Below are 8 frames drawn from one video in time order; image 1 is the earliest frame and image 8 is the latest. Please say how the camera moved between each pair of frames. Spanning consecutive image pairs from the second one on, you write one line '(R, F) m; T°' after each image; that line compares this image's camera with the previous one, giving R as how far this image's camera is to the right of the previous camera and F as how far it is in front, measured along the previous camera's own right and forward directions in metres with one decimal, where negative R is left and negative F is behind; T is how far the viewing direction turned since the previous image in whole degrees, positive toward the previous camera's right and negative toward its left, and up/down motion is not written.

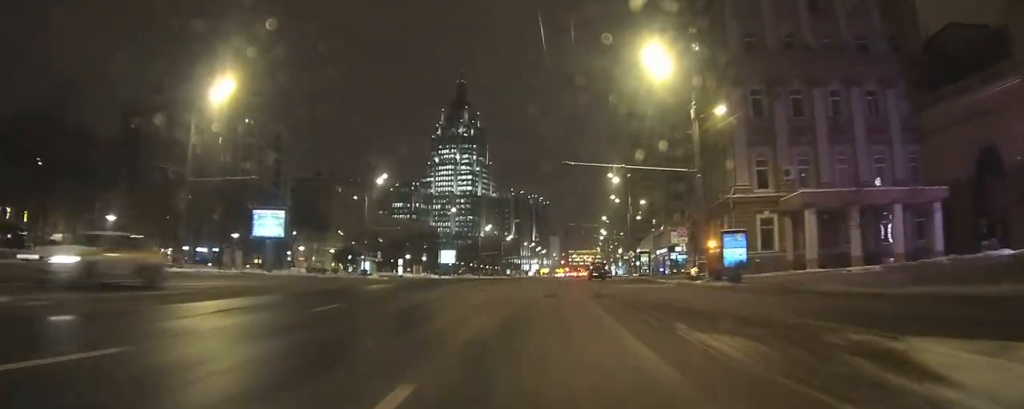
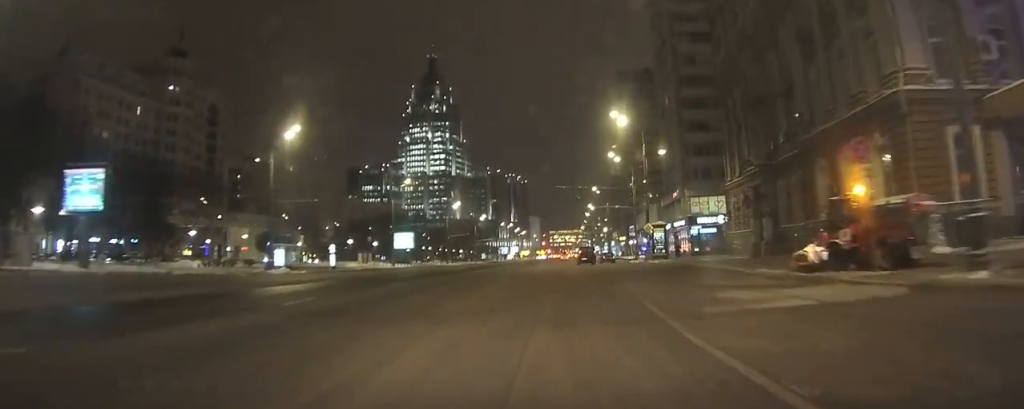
(+0.2, +24.8) m; 0°
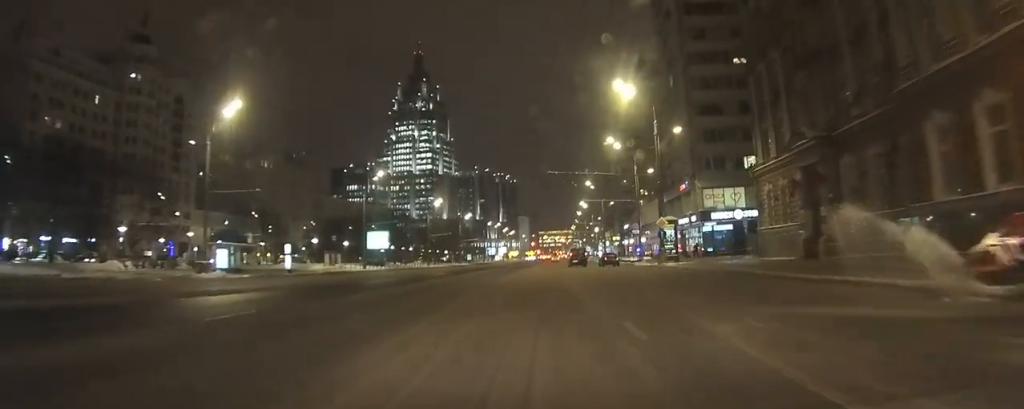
(-0.1, +10.3) m; -1°
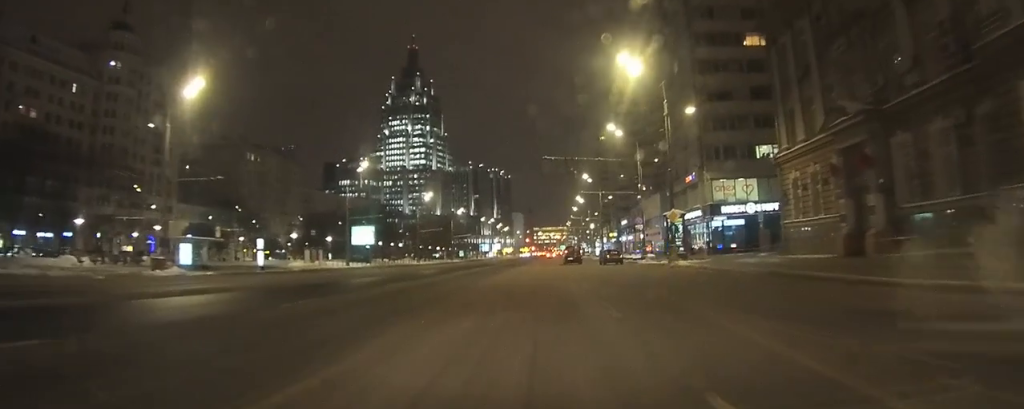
(-0.1, +5.3) m; 0°
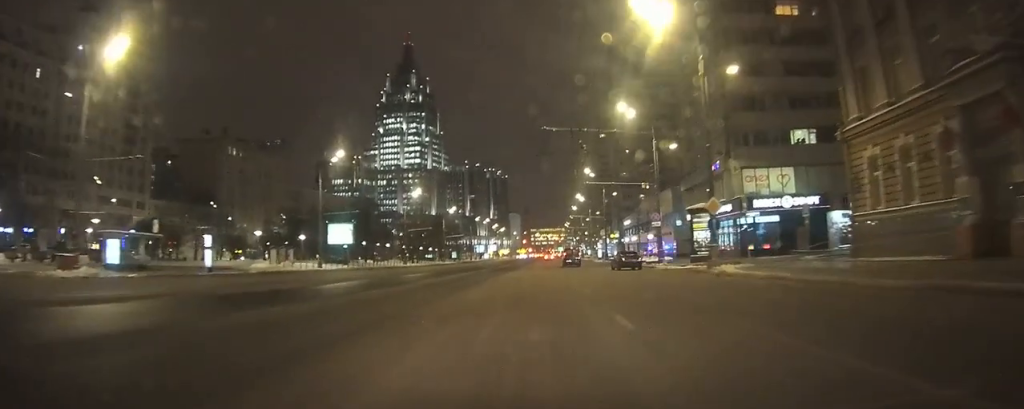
(0.0, +9.3) m; 0°
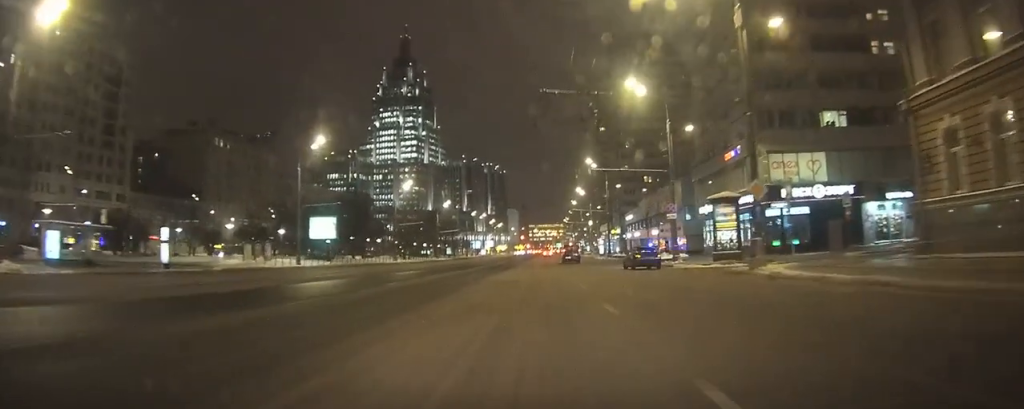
(0.0, +6.0) m; +1°
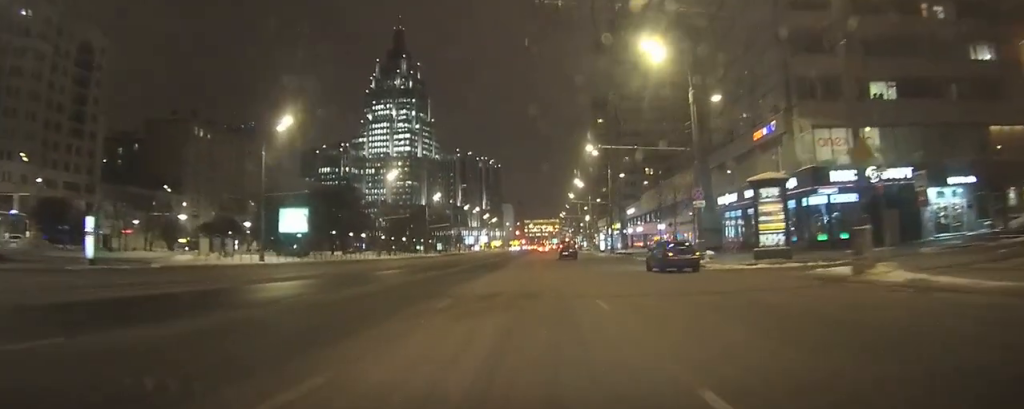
(+0.1, +8.0) m; +1°
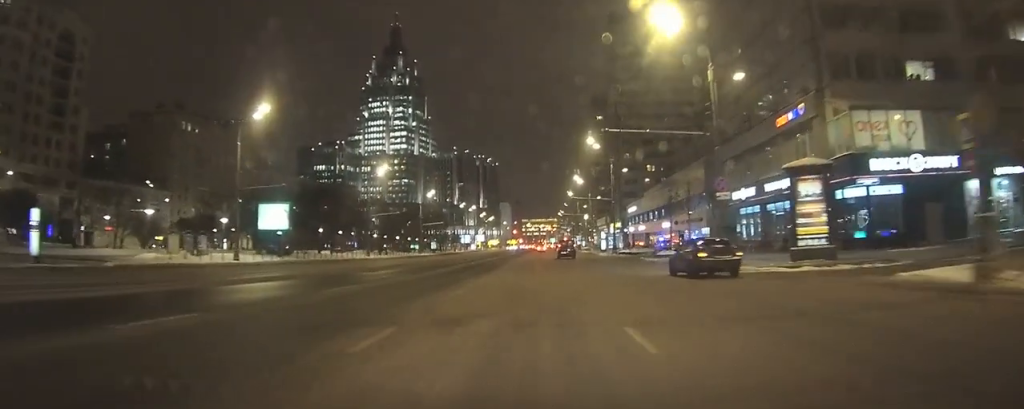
(0.0, +4.8) m; +1°
